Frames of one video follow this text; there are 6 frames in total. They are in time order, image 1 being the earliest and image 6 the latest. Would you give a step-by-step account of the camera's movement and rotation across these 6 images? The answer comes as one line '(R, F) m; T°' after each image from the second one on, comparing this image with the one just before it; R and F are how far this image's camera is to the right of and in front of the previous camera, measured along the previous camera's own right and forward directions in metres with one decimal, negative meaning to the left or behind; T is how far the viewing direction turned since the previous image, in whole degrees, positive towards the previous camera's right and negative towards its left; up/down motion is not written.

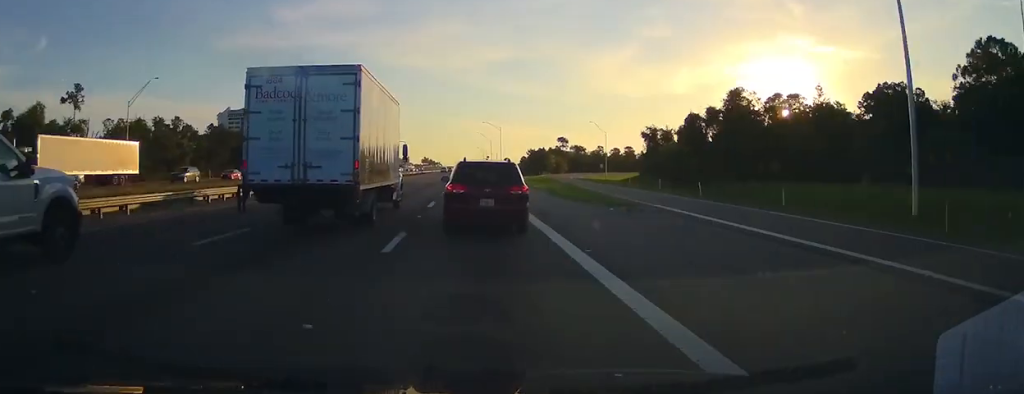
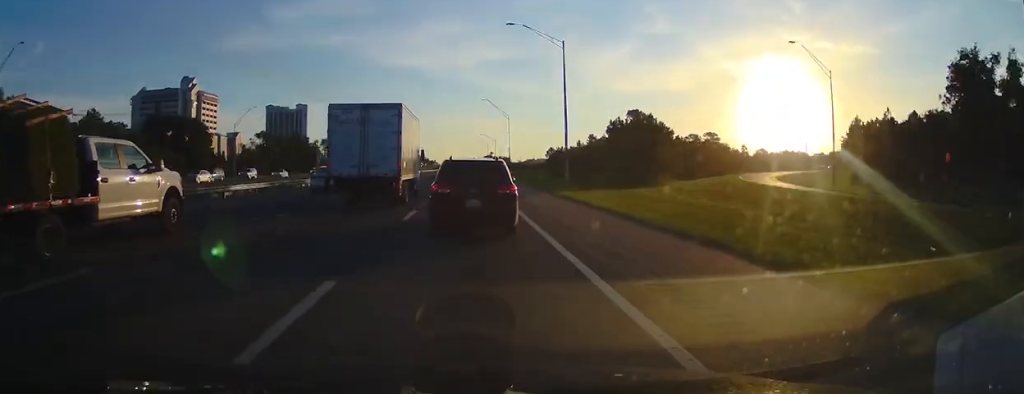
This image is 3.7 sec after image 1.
(-0.1, +102.7) m; 0°
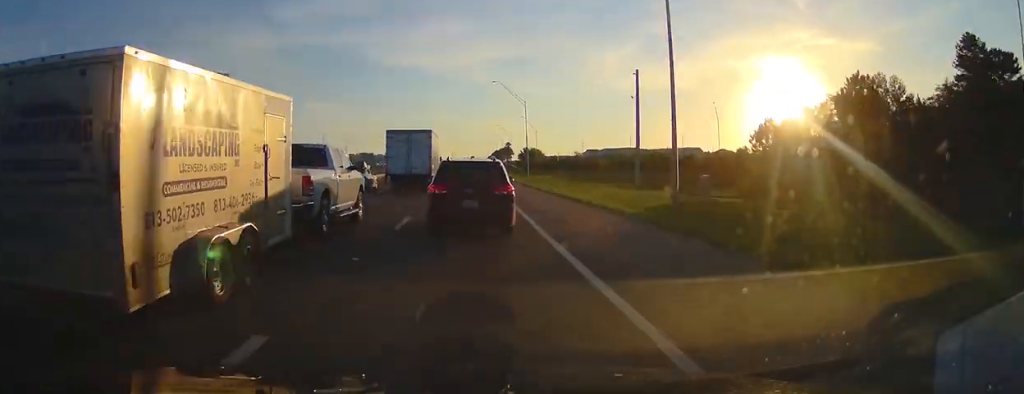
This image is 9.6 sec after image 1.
(0.0, +158.3) m; 0°
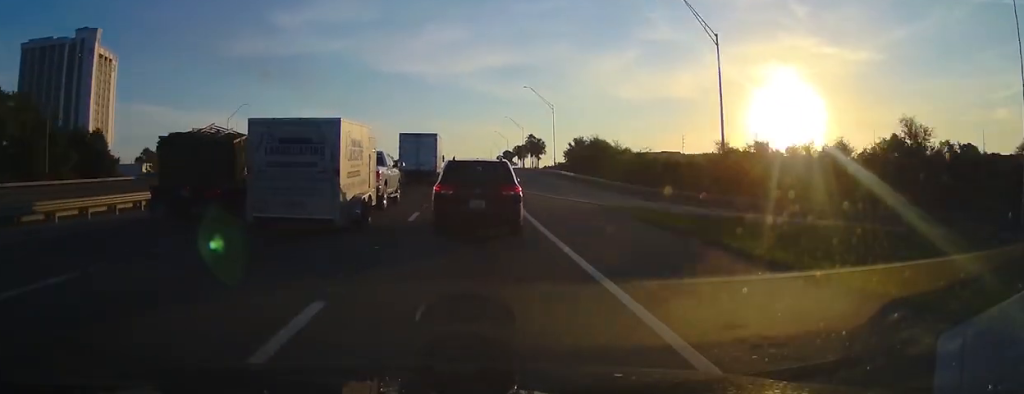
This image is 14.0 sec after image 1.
(-0.1, +116.2) m; 0°
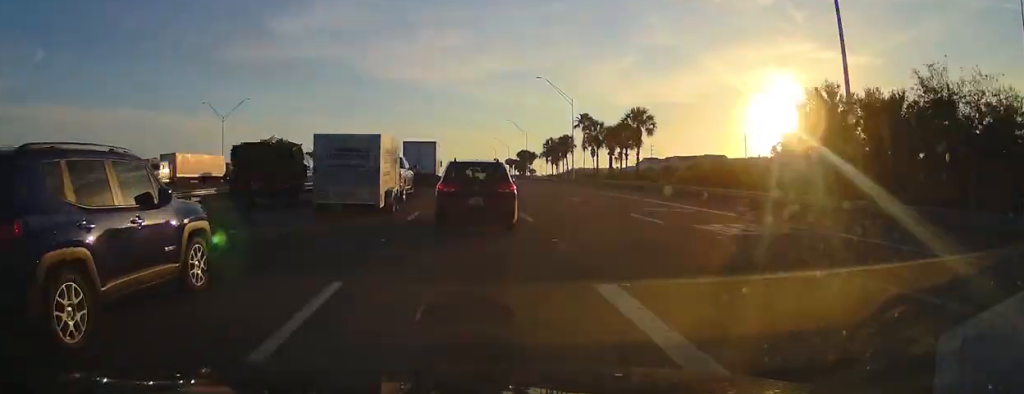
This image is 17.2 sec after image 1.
(-0.4, +83.5) m; 0°
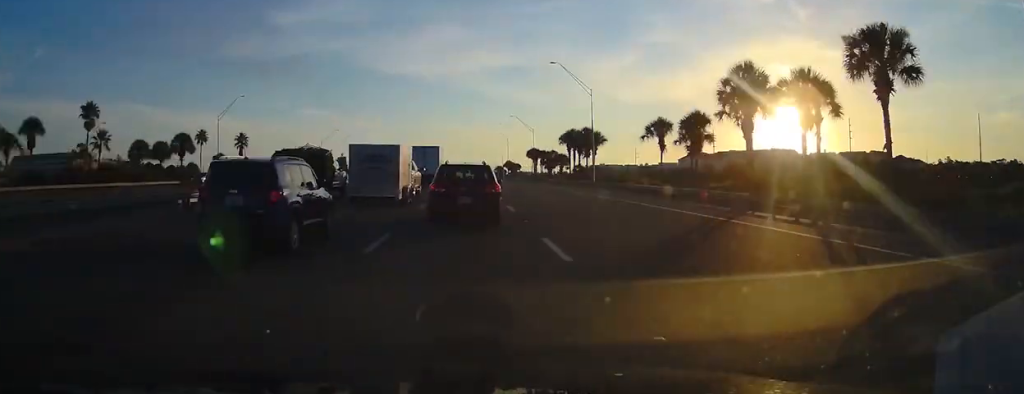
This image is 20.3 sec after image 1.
(+0.5, +79.7) m; 0°
